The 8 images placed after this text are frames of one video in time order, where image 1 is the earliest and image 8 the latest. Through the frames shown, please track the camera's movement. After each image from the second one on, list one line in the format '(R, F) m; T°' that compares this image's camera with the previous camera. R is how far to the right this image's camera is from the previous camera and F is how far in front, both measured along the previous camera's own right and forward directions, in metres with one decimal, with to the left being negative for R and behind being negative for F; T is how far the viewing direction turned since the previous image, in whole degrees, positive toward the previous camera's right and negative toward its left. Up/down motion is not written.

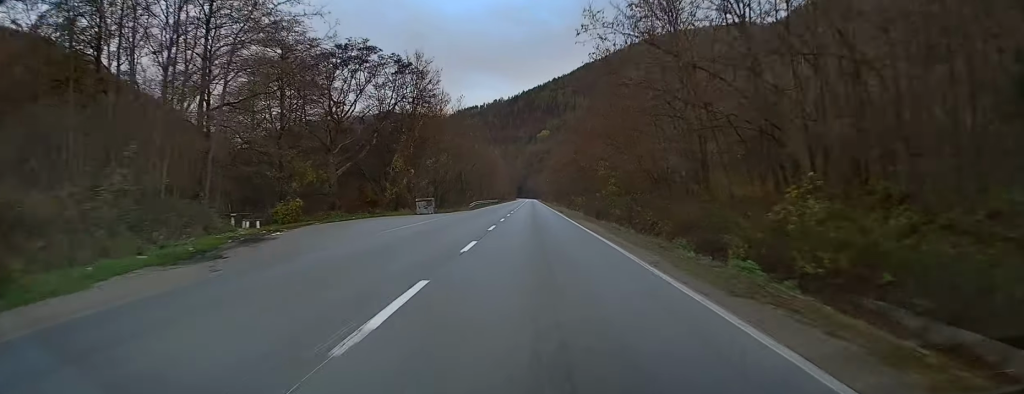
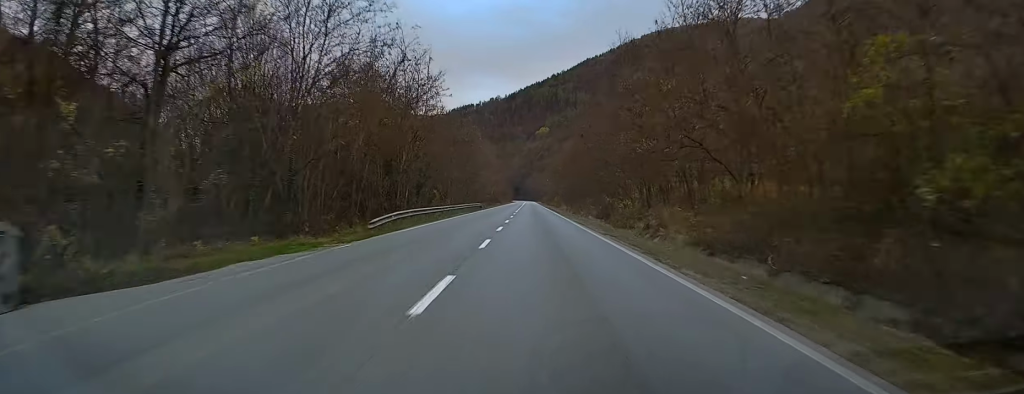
(-0.2, +43.1) m; 0°
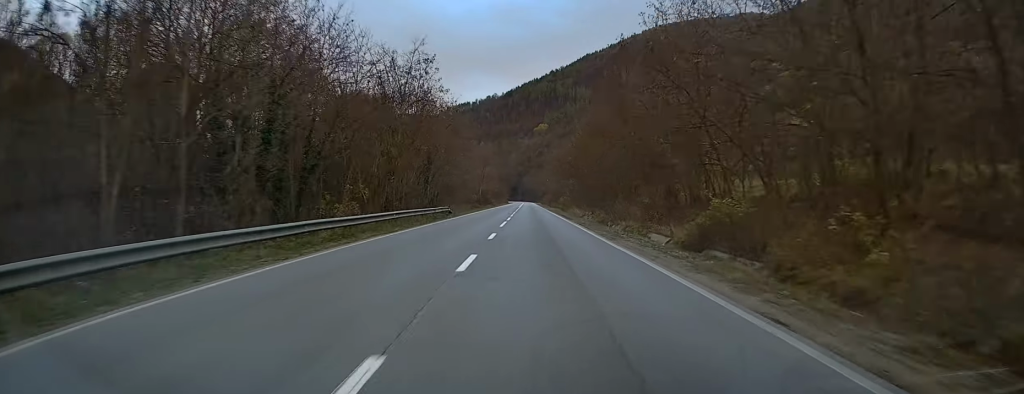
(0.0, +31.5) m; 0°
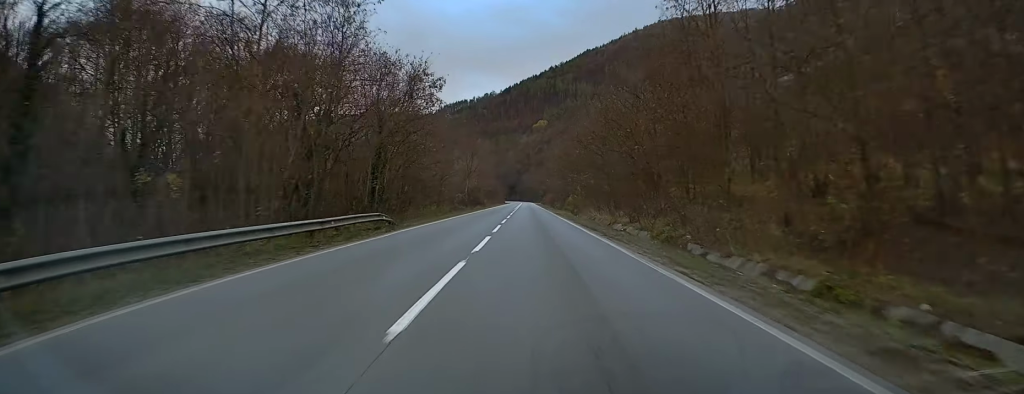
(+0.2, +23.4) m; 0°
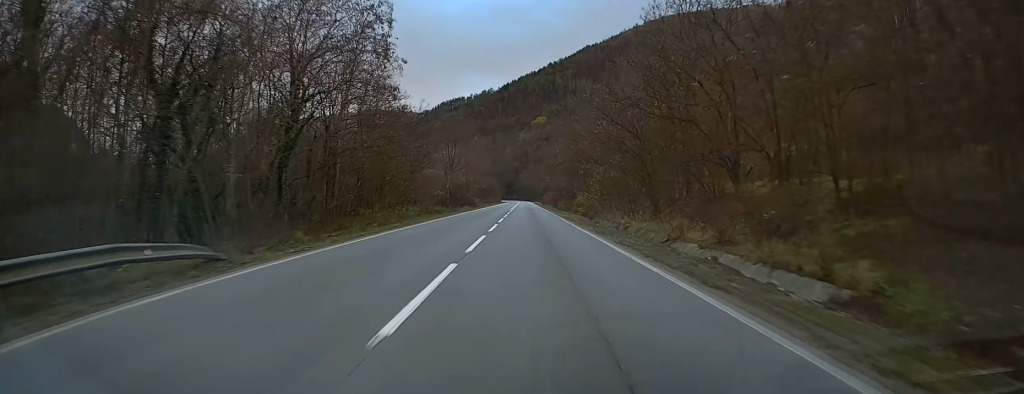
(0.0, +18.2) m; 0°
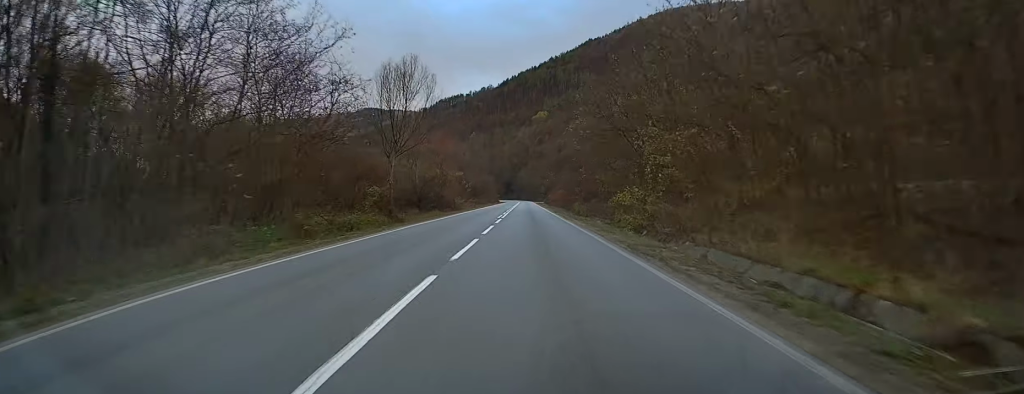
(0.0, +28.7) m; 0°
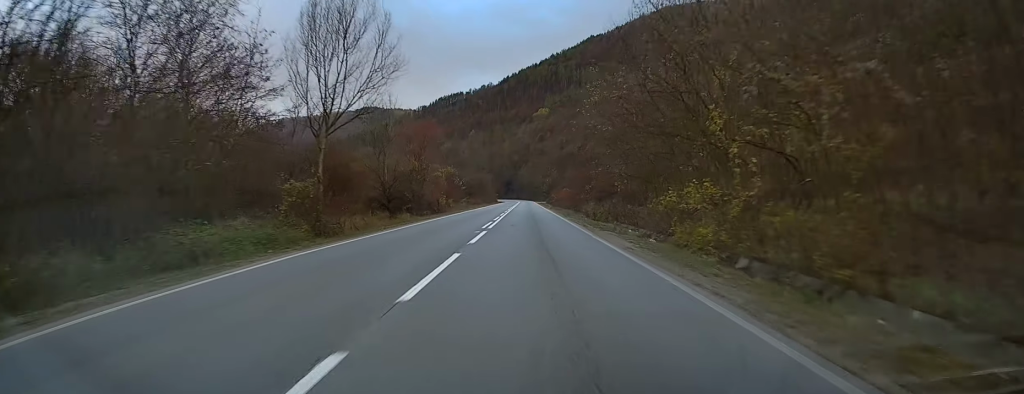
(+0.1, +13.9) m; 0°
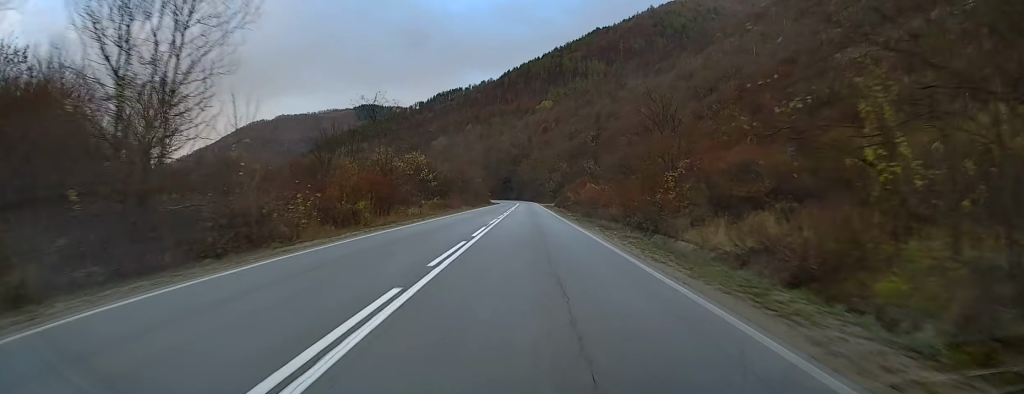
(-0.3, +40.6) m; -1°
